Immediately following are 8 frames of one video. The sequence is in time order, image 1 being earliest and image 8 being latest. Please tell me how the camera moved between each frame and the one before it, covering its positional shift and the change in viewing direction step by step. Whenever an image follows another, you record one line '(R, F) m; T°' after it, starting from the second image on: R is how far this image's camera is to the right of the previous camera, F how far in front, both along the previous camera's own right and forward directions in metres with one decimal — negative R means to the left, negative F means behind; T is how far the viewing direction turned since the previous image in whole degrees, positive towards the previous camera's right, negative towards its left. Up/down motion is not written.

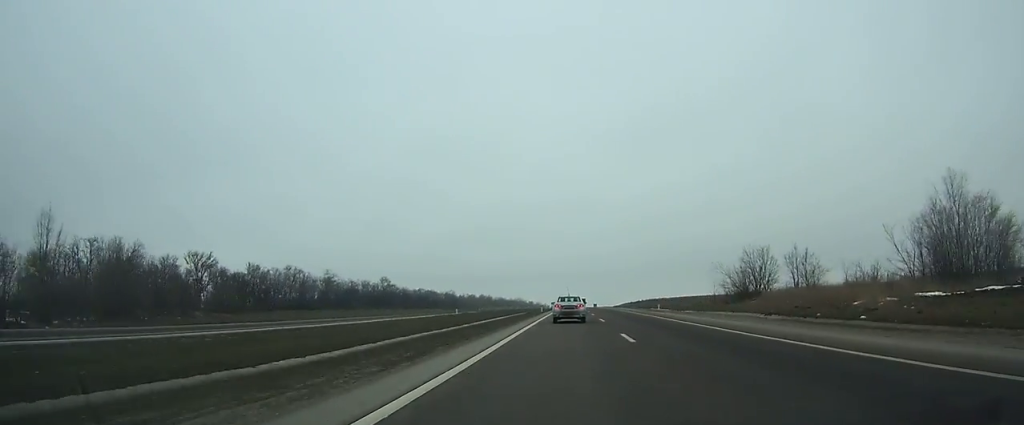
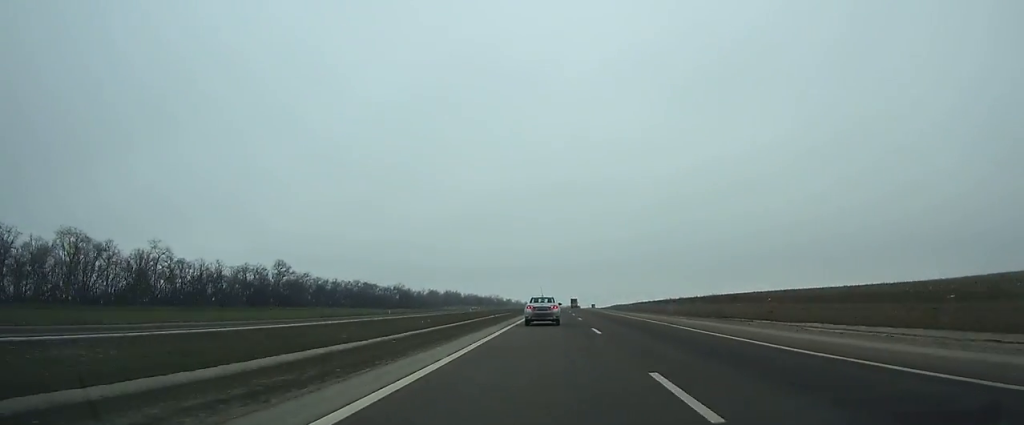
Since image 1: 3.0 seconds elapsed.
(+0.5, +75.5) m; +1°
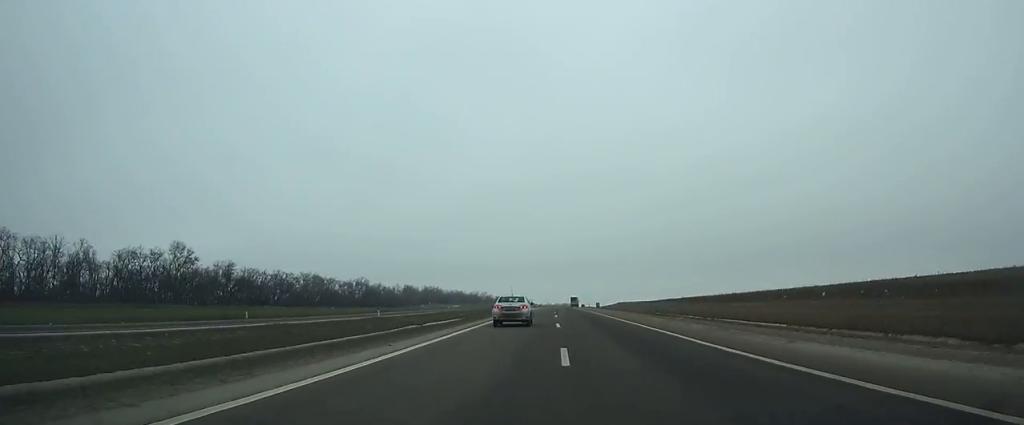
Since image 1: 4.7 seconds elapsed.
(+0.1, +42.2) m; 0°
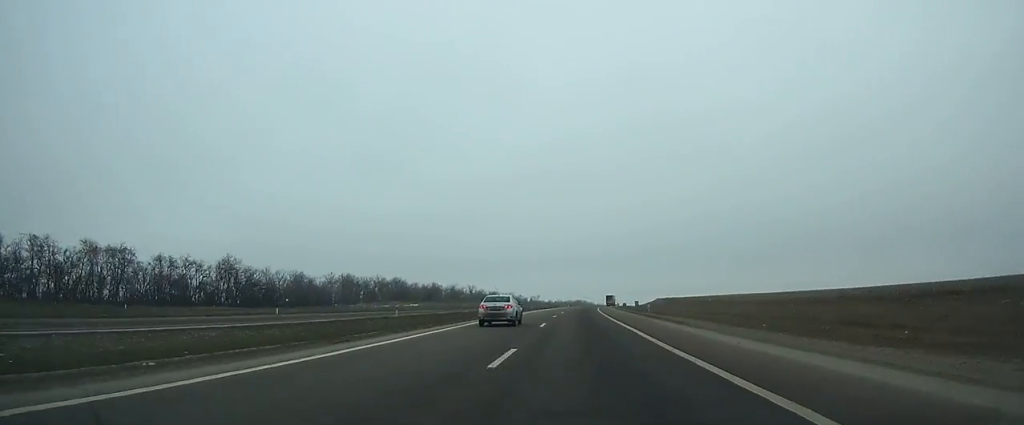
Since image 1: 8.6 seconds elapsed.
(-0.1, +96.5) m; 0°
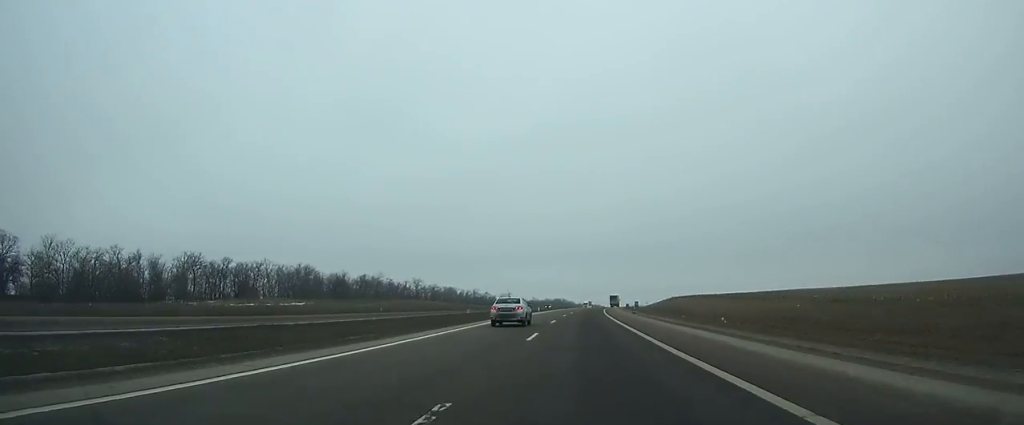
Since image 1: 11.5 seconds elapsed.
(+0.5, +72.2) m; +2°
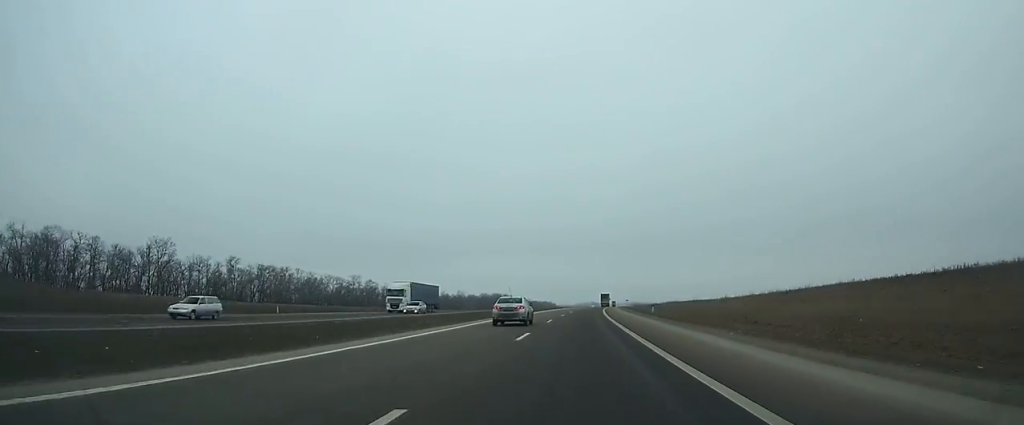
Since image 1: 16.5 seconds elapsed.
(+4.9, +127.4) m; +4°
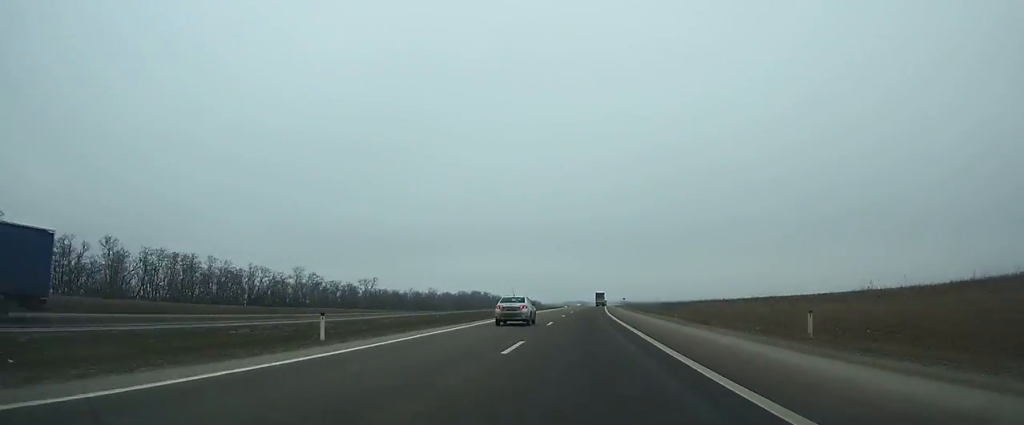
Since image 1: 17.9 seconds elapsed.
(0.0, +36.6) m; +1°
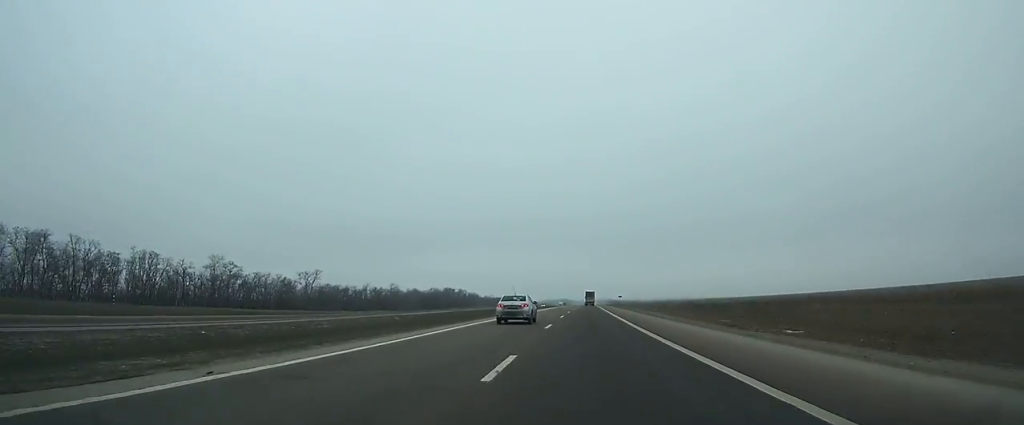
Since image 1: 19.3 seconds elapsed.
(+0.7, +37.1) m; +1°
